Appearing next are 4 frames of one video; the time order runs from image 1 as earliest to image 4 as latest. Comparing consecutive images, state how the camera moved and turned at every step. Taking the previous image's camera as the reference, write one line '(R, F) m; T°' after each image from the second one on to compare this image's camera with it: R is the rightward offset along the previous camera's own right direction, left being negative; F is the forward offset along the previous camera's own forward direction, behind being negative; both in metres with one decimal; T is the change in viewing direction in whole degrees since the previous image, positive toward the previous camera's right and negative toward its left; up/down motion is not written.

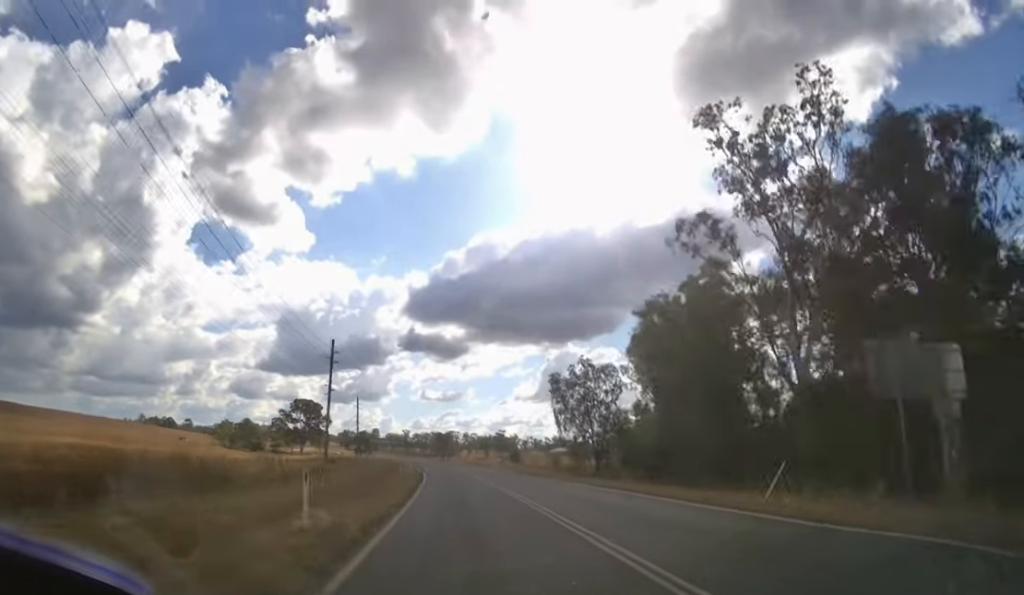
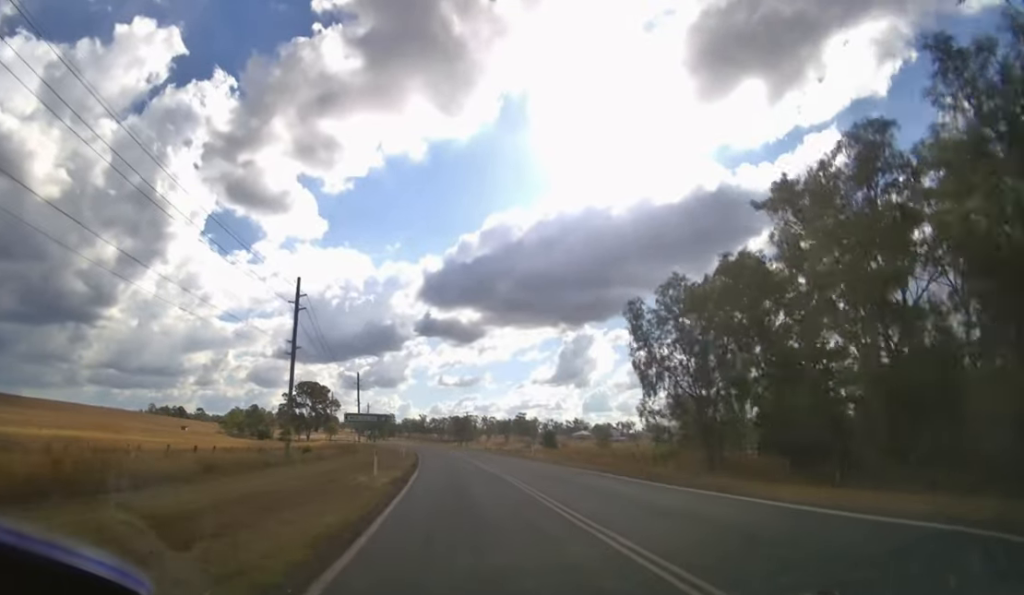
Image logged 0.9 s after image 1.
(-0.4, +20.2) m; -3°
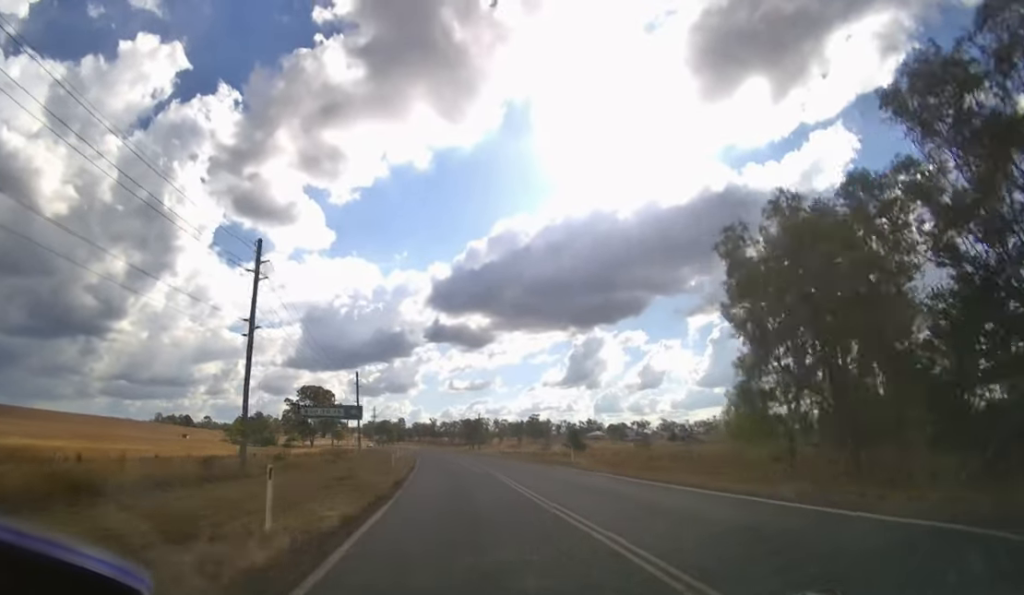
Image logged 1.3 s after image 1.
(-0.2, +11.6) m; -1°
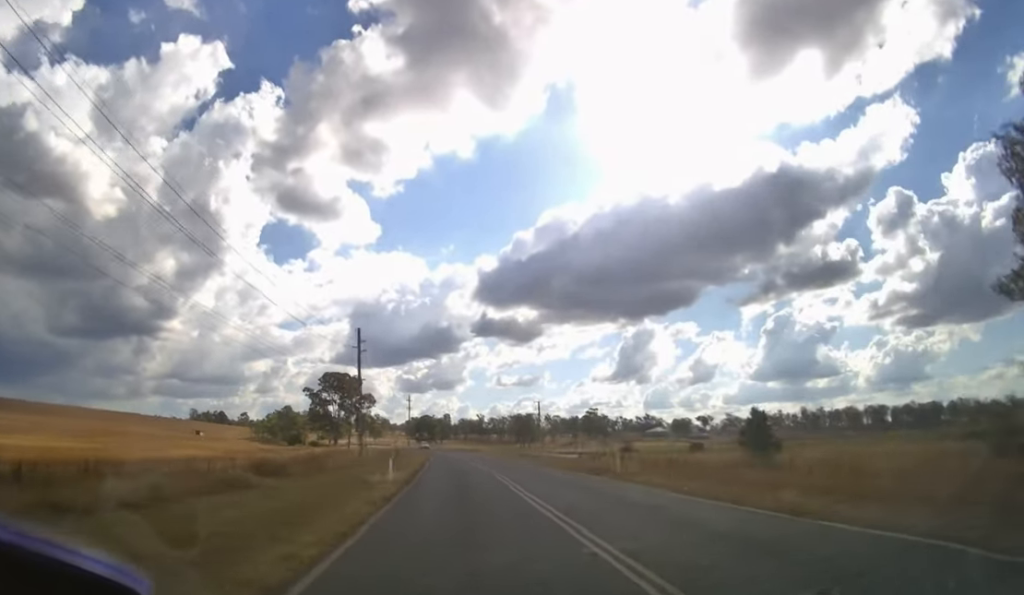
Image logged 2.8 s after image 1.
(-1.5, +39.8) m; -4°
